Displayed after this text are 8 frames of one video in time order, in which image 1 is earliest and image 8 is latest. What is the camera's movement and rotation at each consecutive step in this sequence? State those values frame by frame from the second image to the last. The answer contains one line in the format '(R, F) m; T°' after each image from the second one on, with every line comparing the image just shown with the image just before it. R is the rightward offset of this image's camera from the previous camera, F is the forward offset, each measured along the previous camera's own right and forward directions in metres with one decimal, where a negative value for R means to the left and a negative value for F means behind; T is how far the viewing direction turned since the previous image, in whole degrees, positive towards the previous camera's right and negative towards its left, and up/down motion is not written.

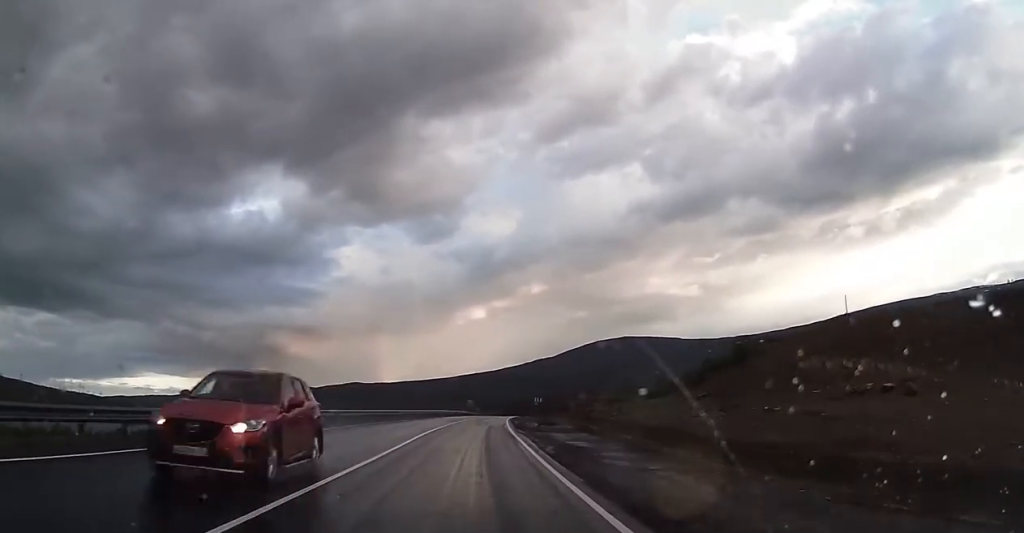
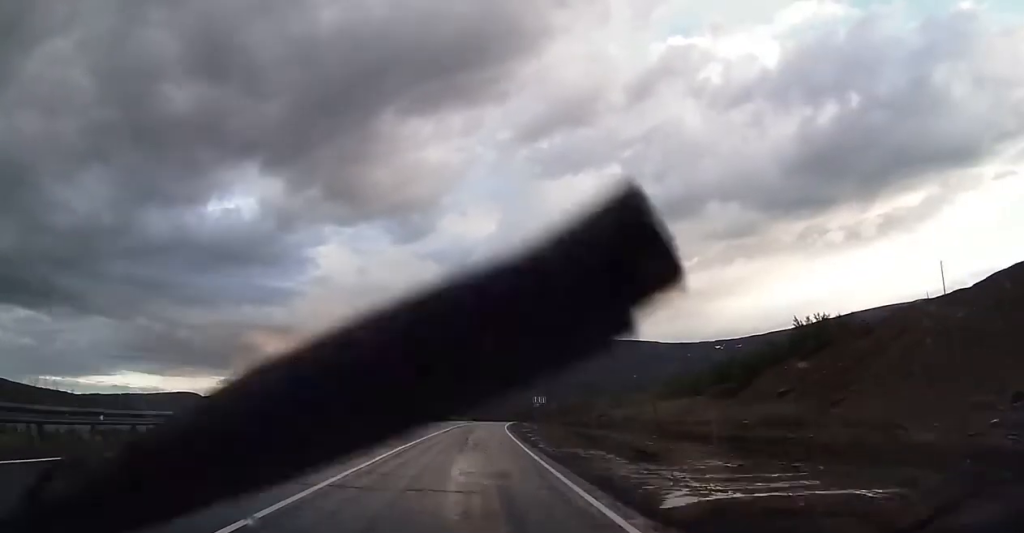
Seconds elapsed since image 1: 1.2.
(+0.2, +31.8) m; +1°
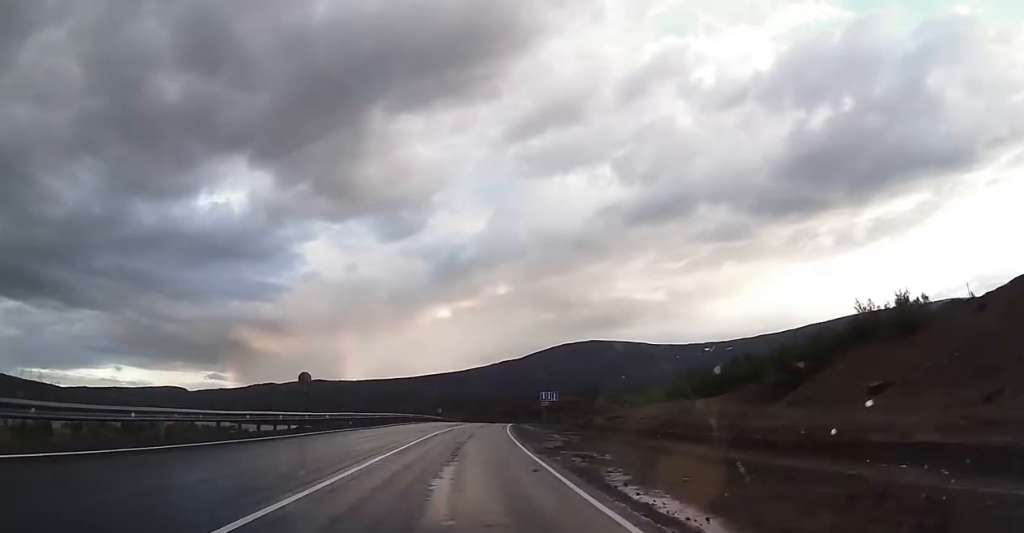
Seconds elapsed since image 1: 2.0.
(+0.1, +18.6) m; +1°
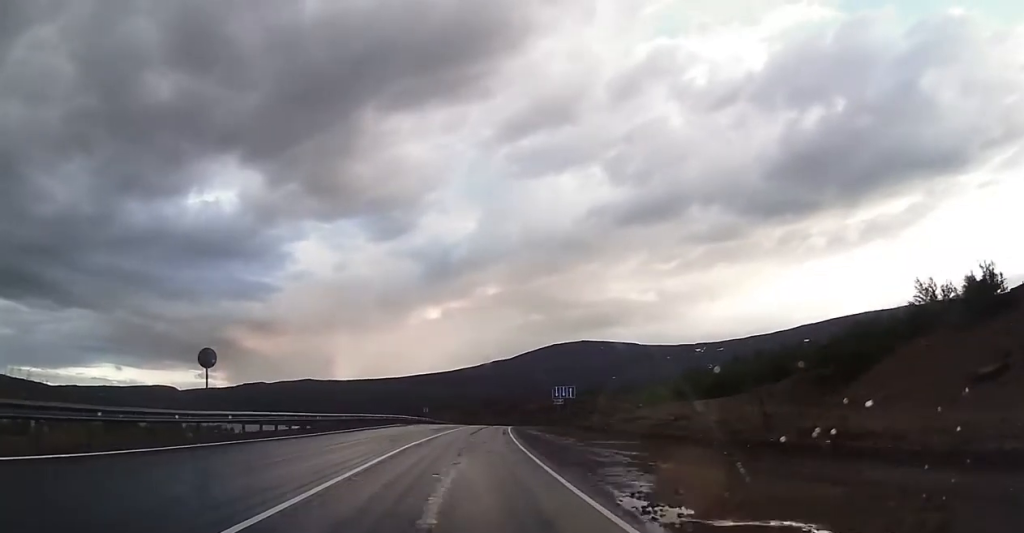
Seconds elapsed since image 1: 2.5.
(+0.2, +13.4) m; +1°
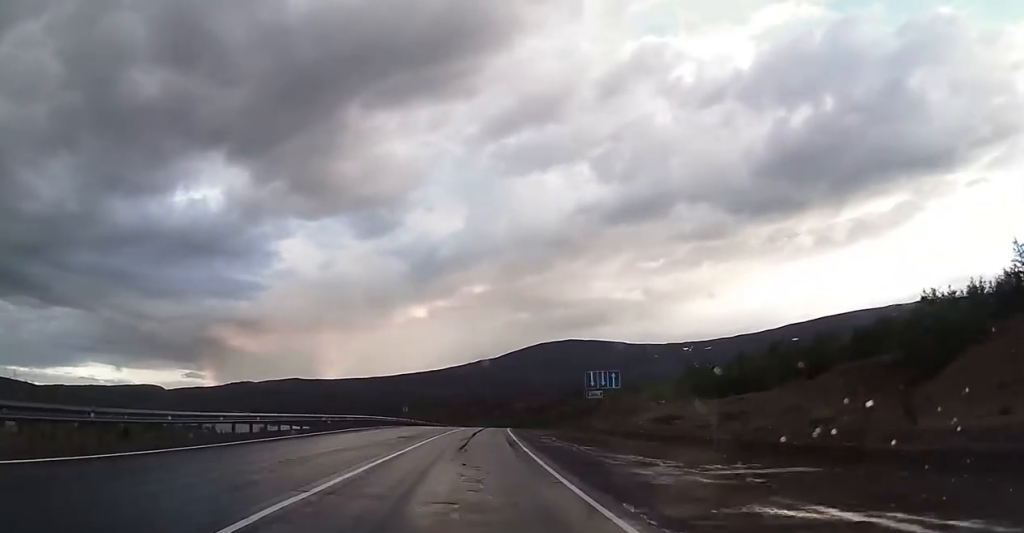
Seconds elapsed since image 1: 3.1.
(+0.1, +15.9) m; +1°
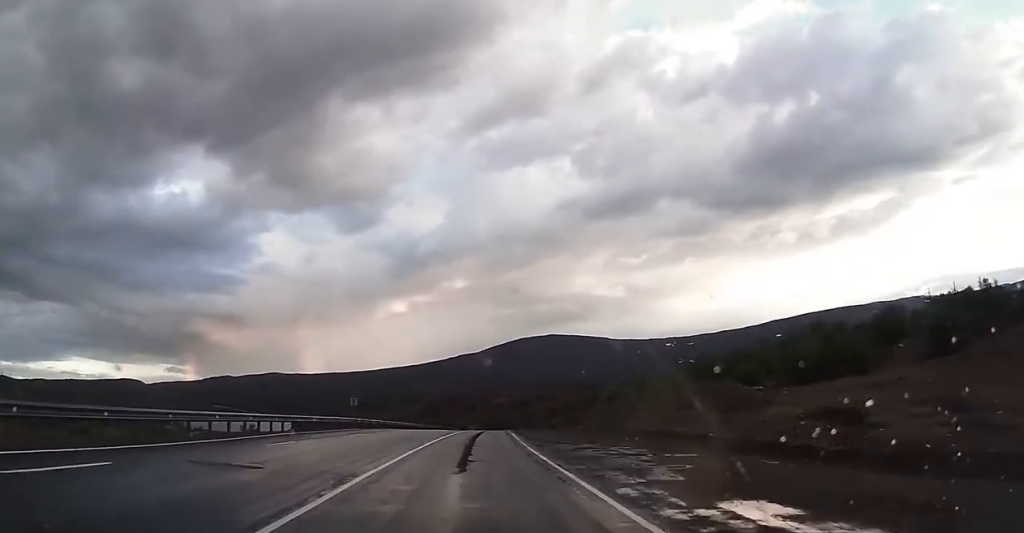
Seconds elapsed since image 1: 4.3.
(+0.4, +29.3) m; +2°
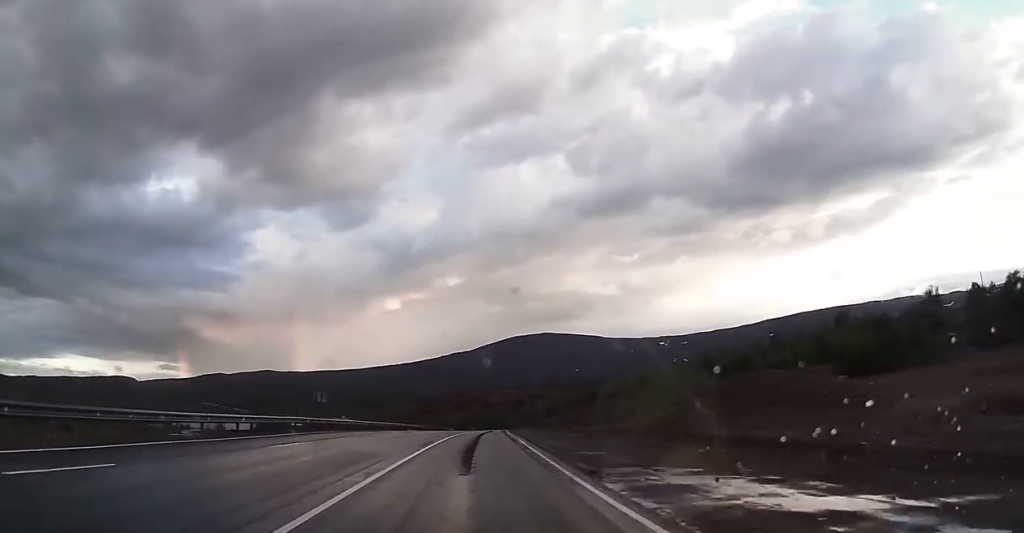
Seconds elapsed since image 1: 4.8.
(0.0, +11.7) m; +1°
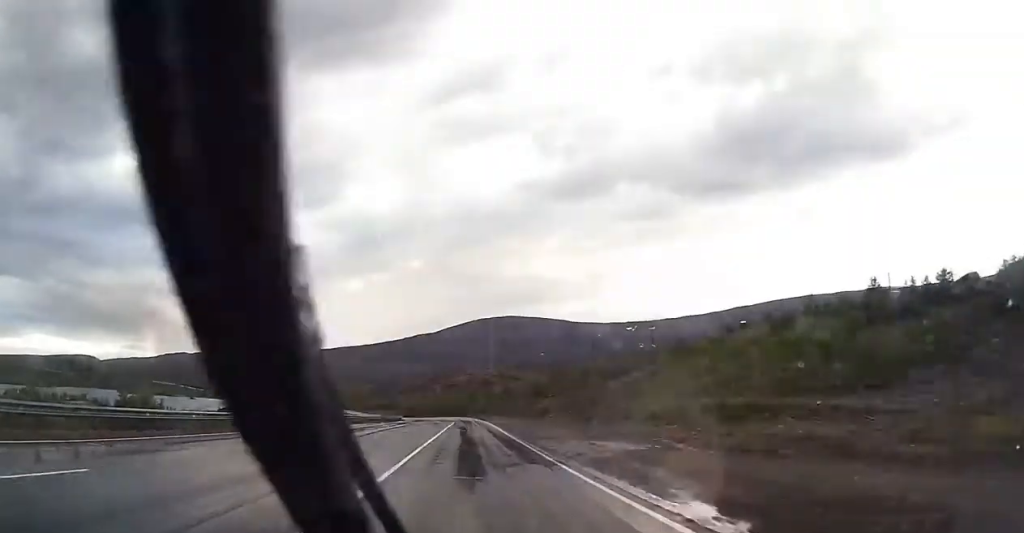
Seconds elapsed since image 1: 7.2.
(+1.6, +61.4) m; +2°
